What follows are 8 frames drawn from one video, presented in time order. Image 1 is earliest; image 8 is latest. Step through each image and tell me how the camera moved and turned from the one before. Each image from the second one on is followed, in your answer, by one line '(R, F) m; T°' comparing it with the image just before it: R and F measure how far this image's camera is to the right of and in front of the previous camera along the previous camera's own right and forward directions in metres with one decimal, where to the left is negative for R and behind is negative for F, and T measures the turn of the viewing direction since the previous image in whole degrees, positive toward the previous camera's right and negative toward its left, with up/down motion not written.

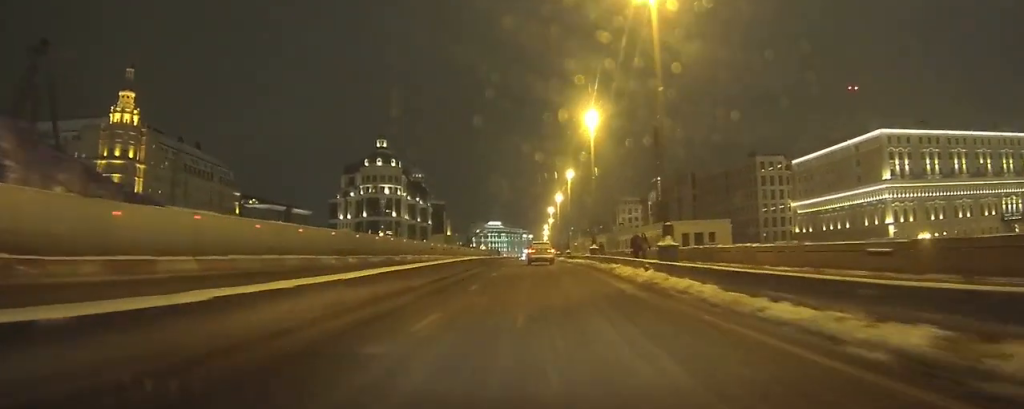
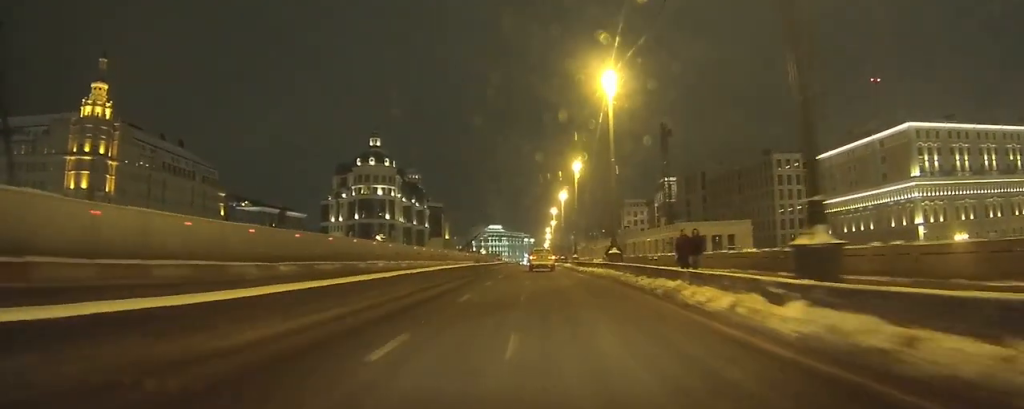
(0.0, +9.6) m; 0°
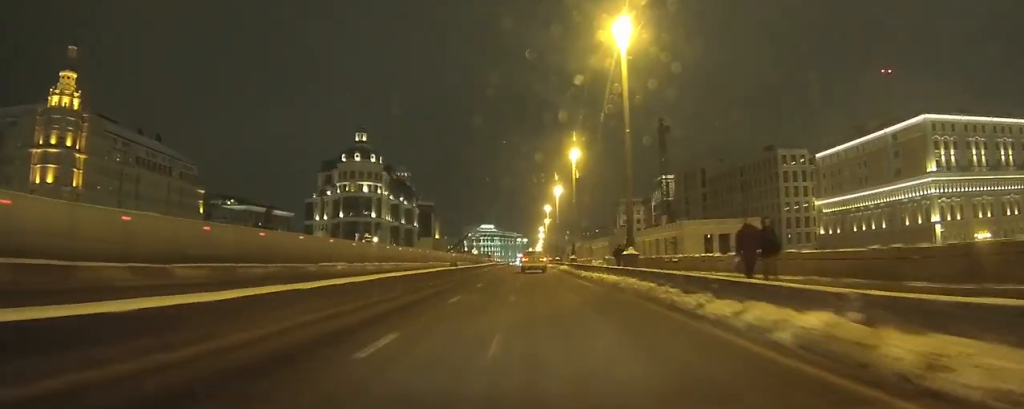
(0.0, +6.3) m; 0°
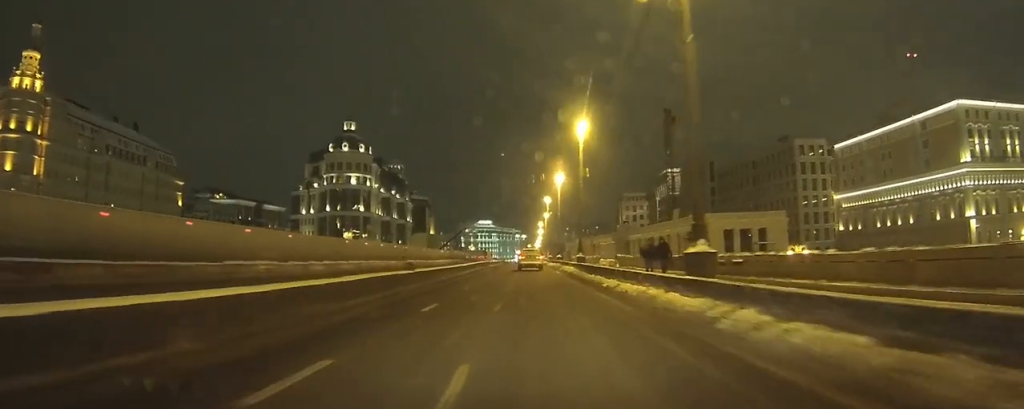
(0.0, +8.5) m; 0°
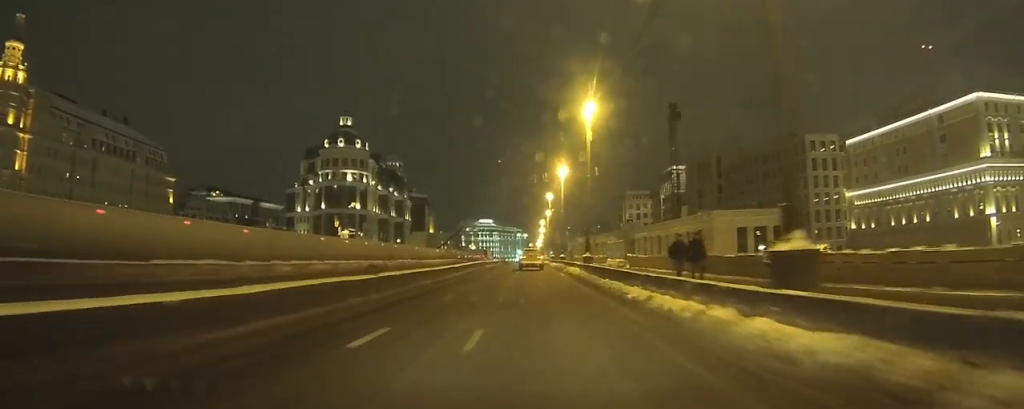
(0.0, +4.3) m; 0°
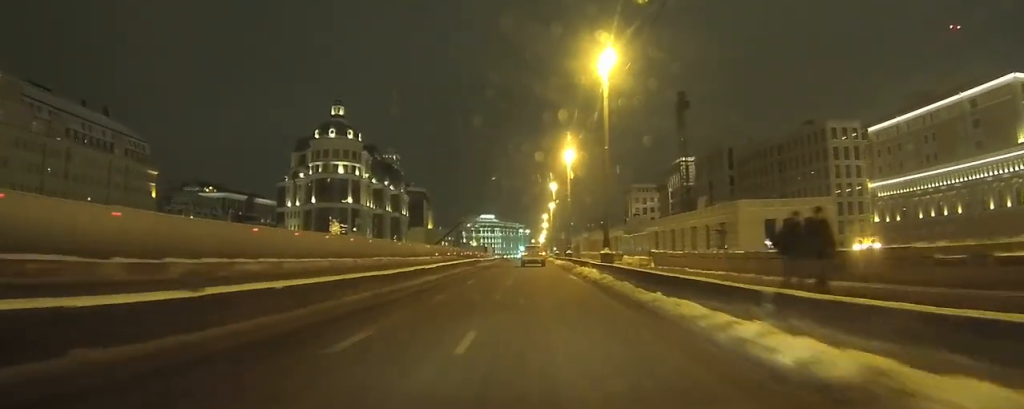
(0.0, +8.6) m; -1°
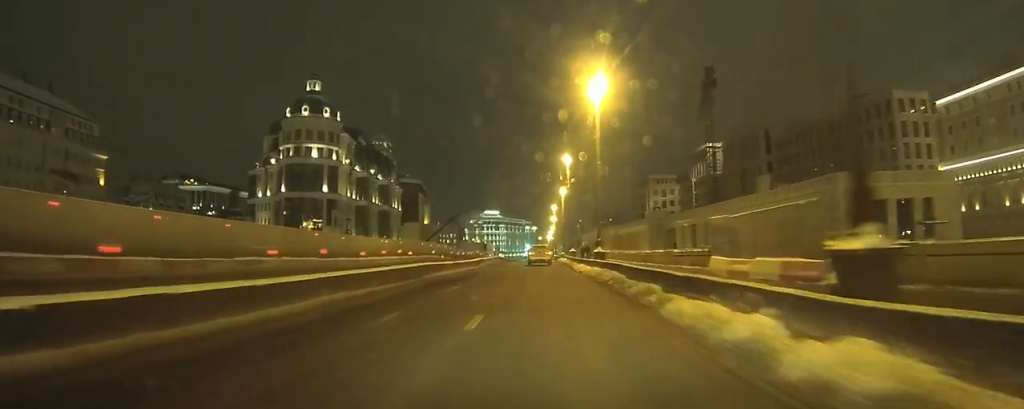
(-0.4, +27.3) m; -1°
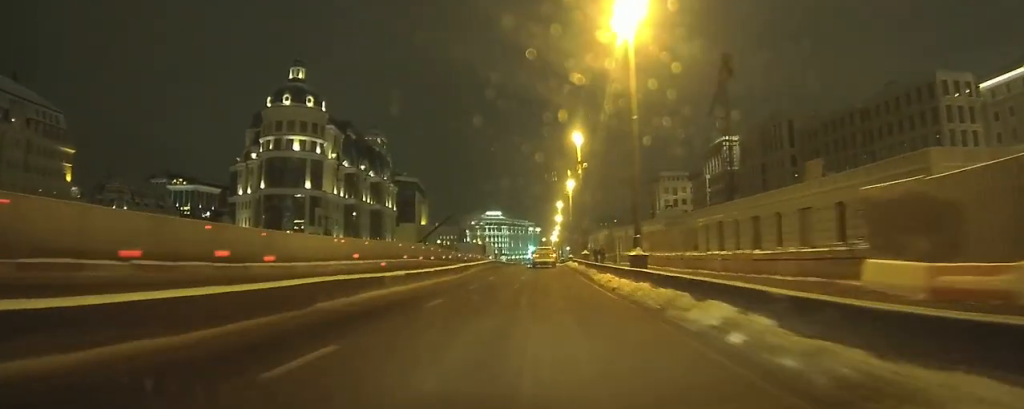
(0.0, +14.4) m; 0°
